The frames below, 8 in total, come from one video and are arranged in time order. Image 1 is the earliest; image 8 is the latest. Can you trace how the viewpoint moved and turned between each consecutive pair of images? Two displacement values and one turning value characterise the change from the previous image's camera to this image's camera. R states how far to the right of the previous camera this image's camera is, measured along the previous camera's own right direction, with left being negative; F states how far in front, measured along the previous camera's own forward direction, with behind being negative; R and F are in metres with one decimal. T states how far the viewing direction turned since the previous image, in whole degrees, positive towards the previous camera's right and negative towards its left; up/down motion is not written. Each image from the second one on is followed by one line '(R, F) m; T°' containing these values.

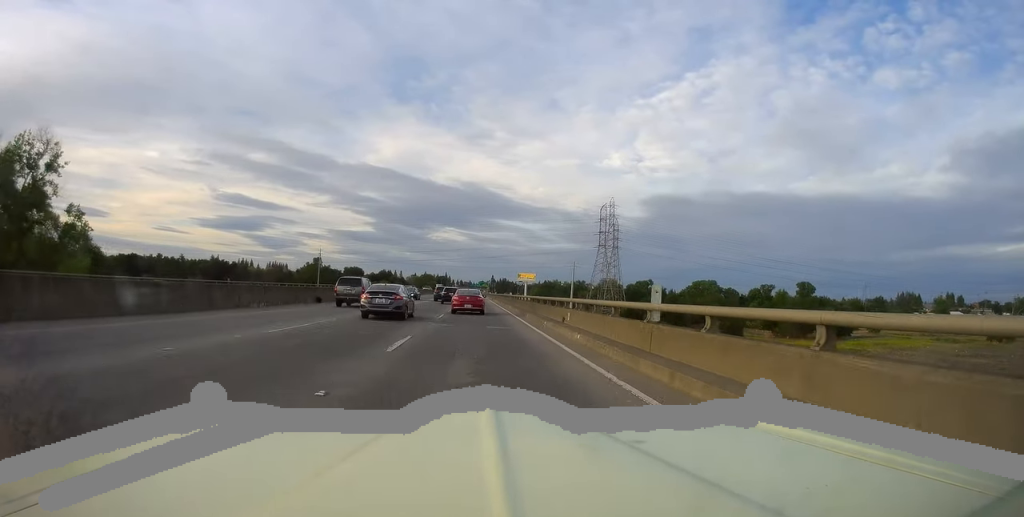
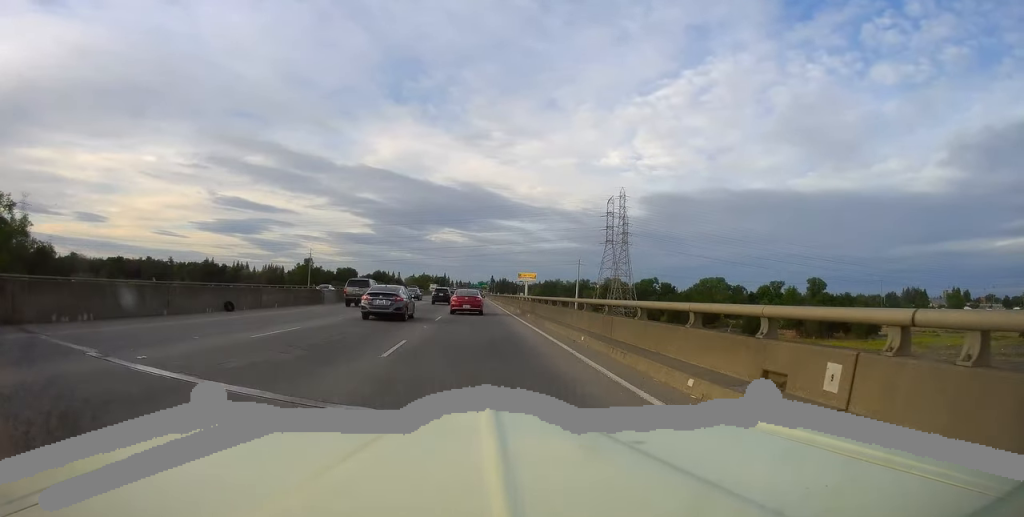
(-0.1, +15.7) m; 0°
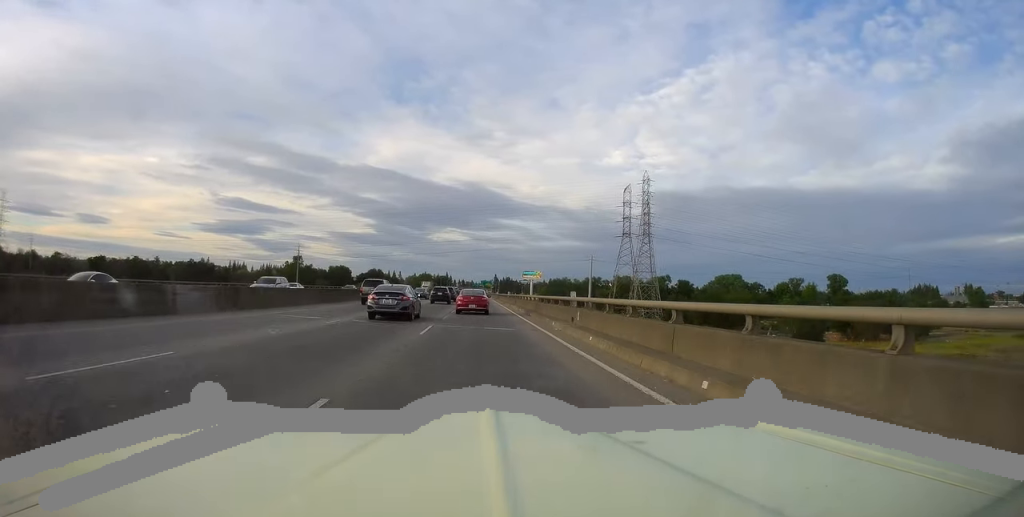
(0.0, +23.1) m; 0°
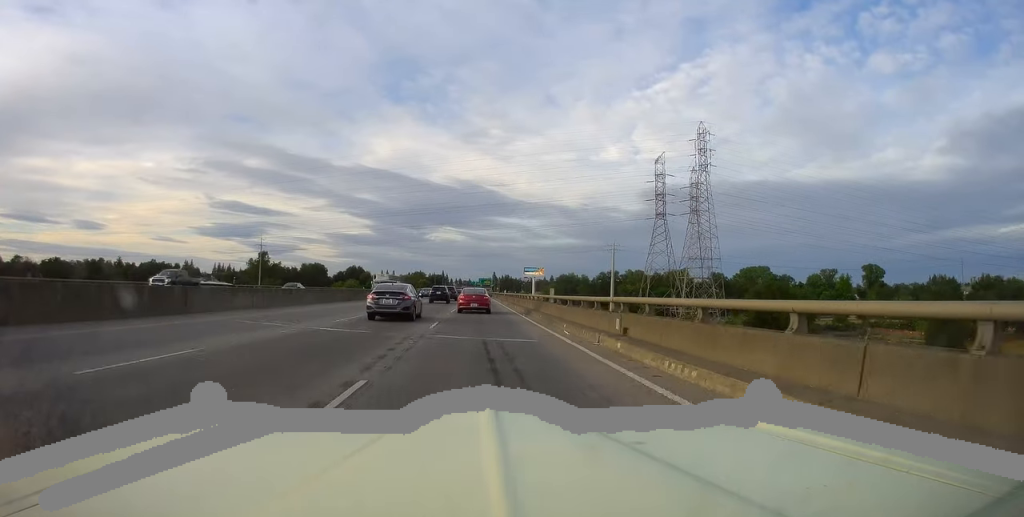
(-0.2, +43.1) m; 0°
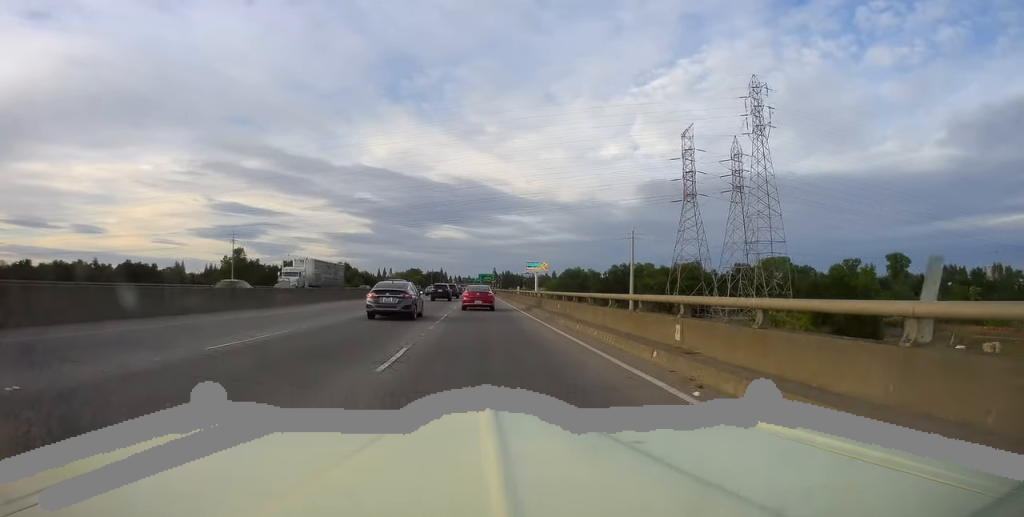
(0.0, +25.4) m; +1°
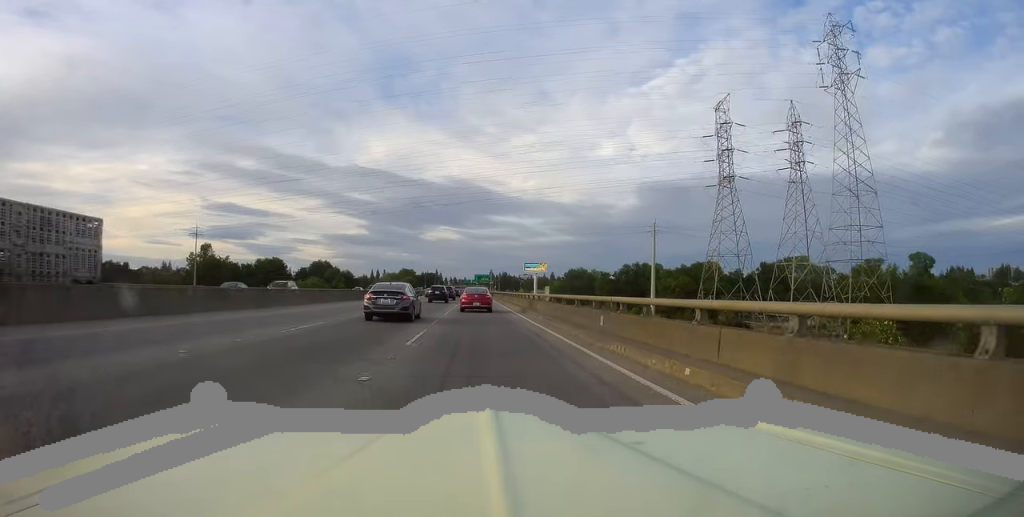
(+0.5, +25.7) m; +1°
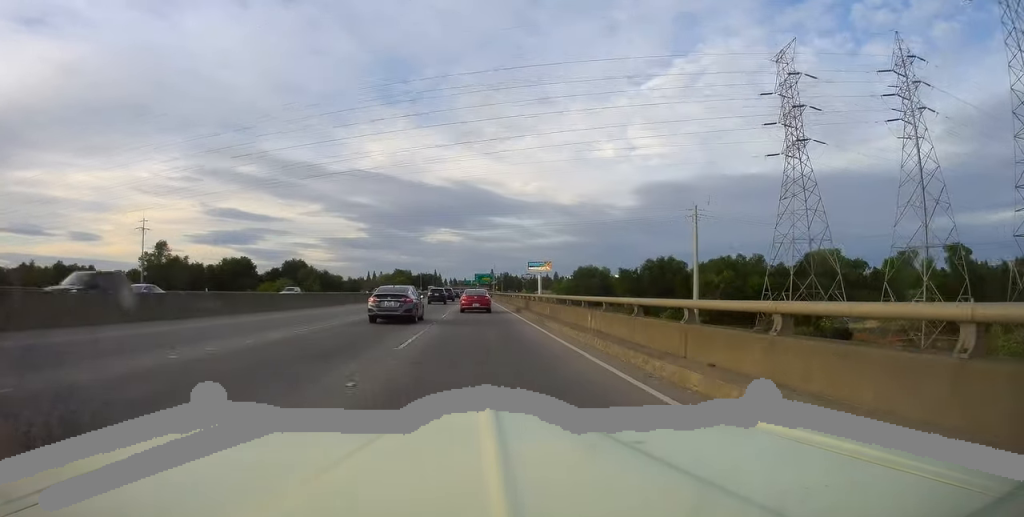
(-0.1, +30.4) m; -1°
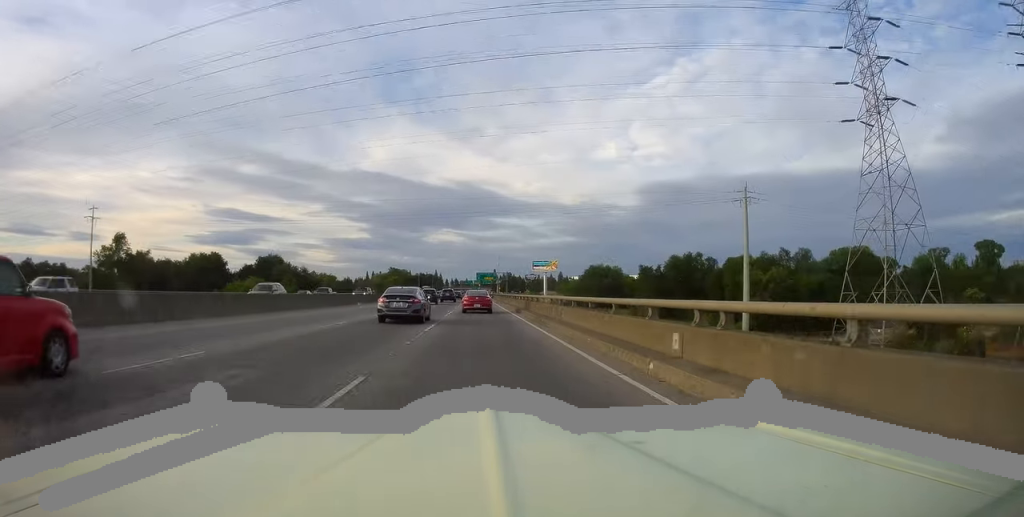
(-0.3, +22.9) m; 0°
